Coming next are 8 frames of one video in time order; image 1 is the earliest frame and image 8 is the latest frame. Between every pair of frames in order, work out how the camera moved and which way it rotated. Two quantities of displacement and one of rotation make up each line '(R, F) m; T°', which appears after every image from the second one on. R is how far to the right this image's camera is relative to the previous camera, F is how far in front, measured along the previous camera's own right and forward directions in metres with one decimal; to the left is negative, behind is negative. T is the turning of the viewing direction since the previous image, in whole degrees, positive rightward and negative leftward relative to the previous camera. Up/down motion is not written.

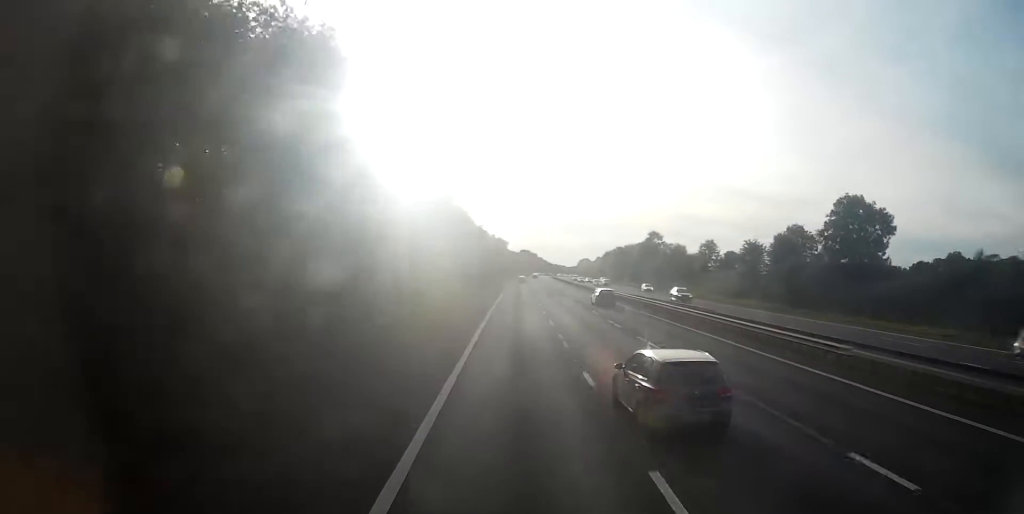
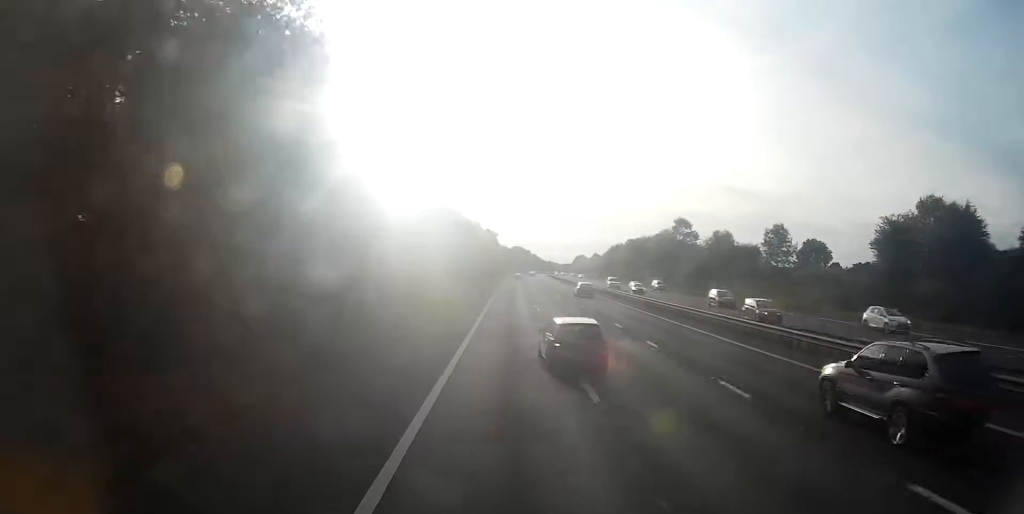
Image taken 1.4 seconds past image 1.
(+0.4, +37.5) m; 0°
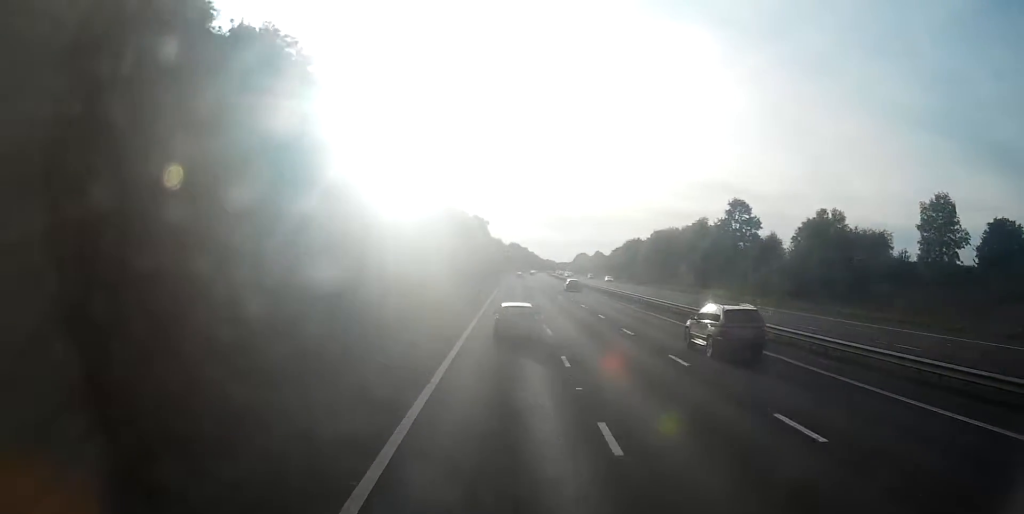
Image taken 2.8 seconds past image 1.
(-0.5, +39.3) m; 0°
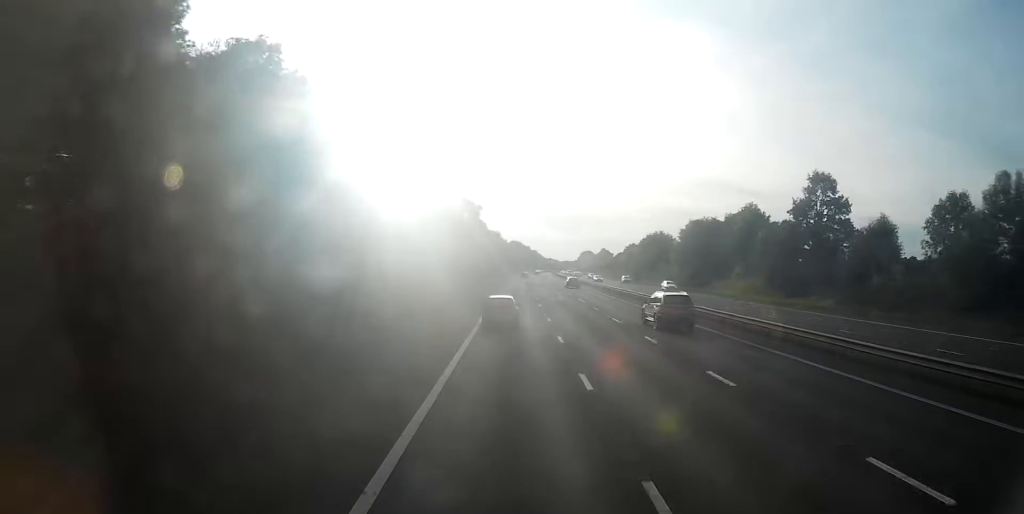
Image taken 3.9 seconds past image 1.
(+0.4, +30.2) m; +1°
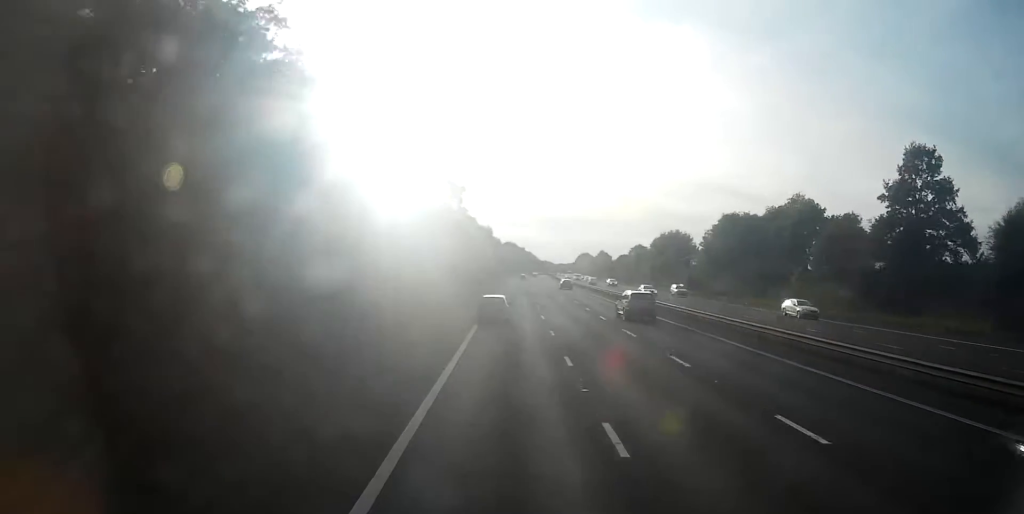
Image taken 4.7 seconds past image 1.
(0.0, +22.8) m; 0°
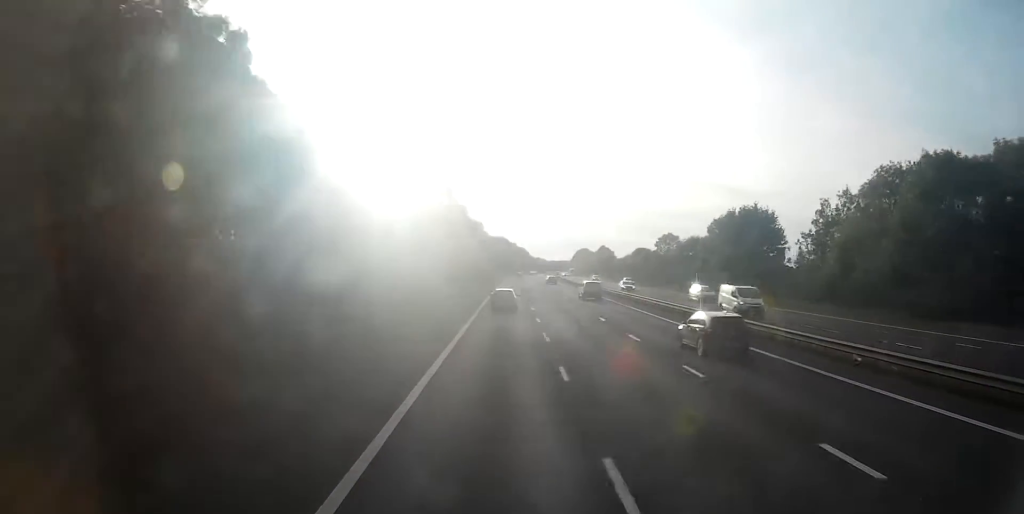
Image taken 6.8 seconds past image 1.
(+0.9, +55.6) m; +2°
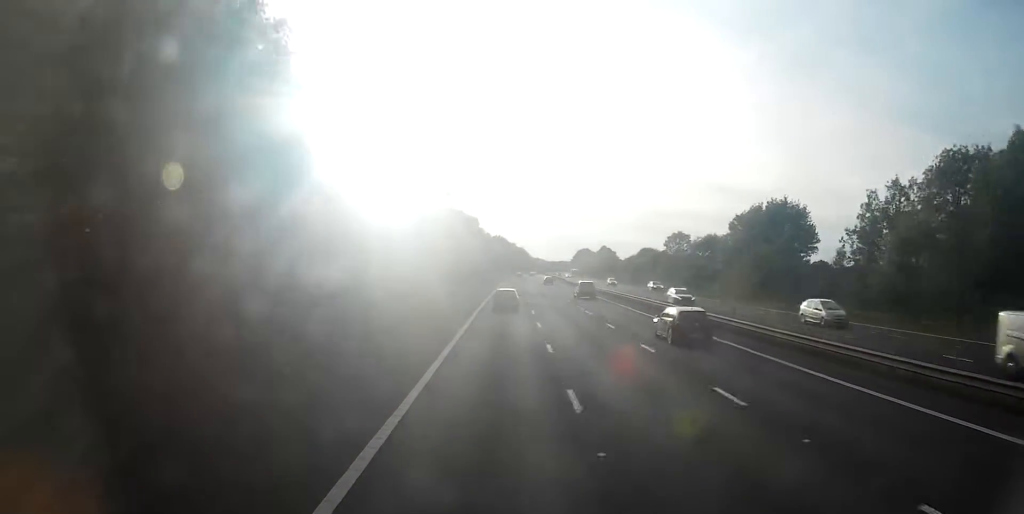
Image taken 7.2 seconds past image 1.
(0.0, +11.8) m; 0°
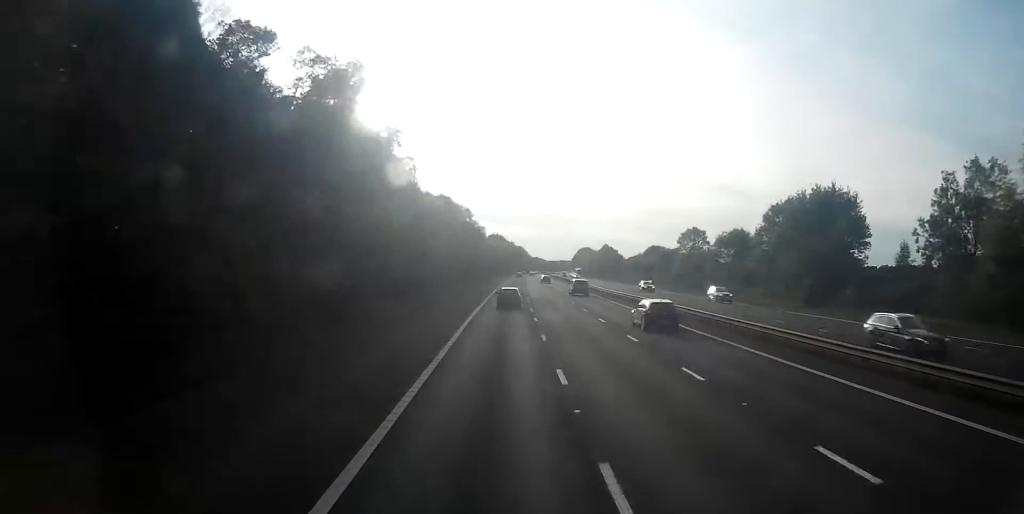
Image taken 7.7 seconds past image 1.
(0.0, +14.5) m; 0°
